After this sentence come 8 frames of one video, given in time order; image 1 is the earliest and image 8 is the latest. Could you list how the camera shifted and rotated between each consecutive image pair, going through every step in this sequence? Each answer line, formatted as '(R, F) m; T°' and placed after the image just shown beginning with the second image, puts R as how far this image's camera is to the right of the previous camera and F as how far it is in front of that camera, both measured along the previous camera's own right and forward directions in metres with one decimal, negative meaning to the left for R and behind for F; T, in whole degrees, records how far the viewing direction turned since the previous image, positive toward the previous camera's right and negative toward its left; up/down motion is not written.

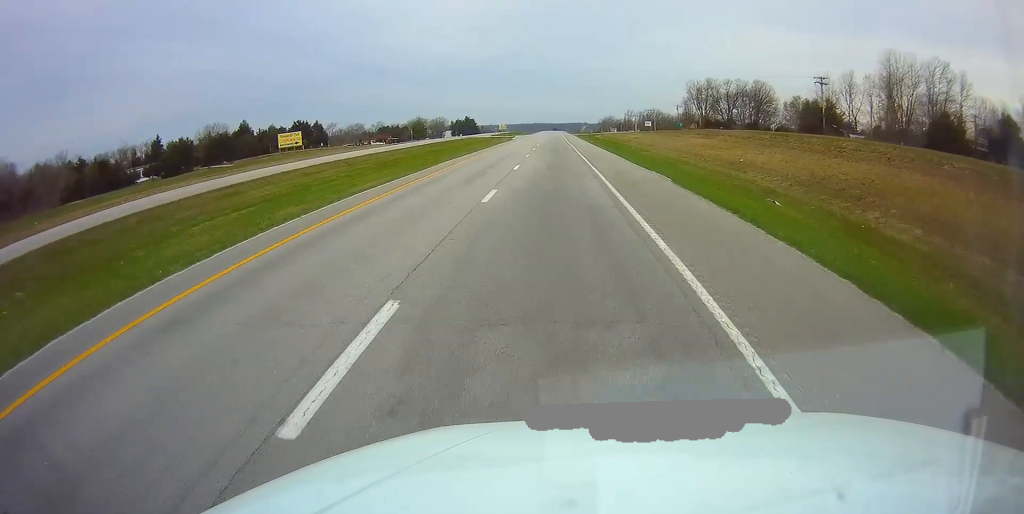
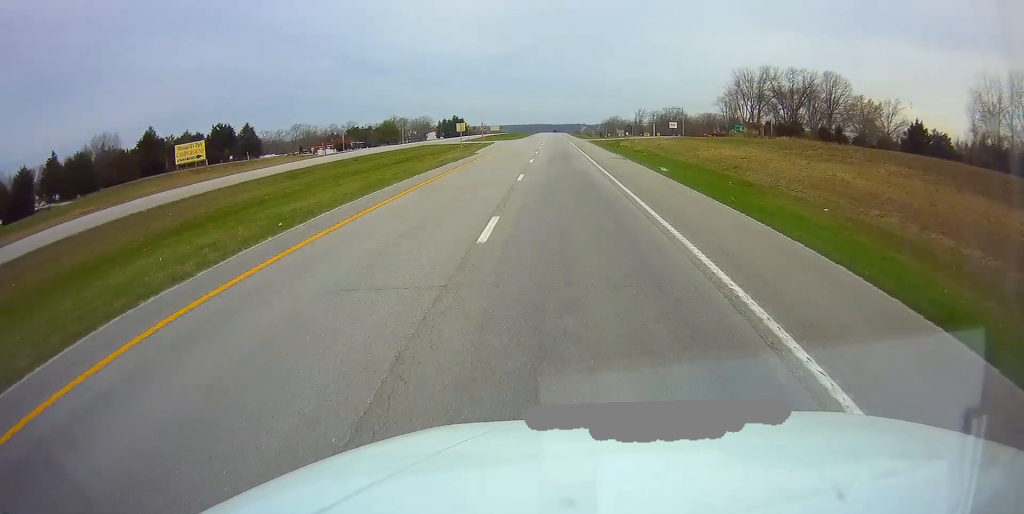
(+0.2, +55.1) m; 0°
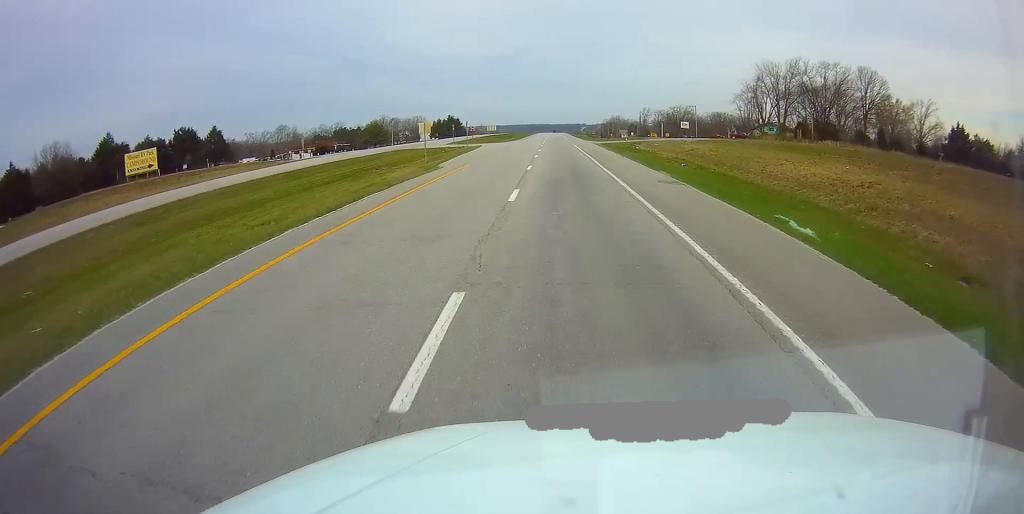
(0.0, +18.7) m; 0°
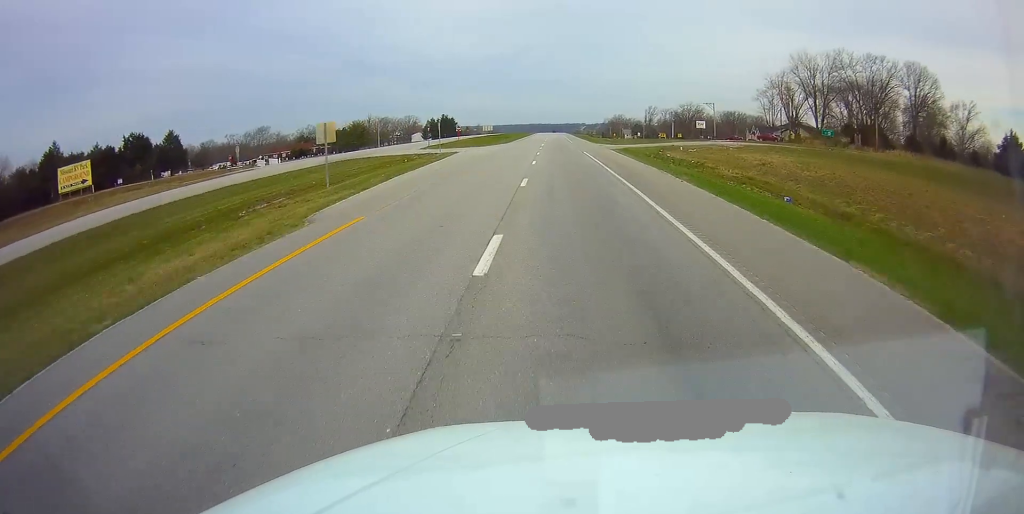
(0.0, +20.7) m; 0°
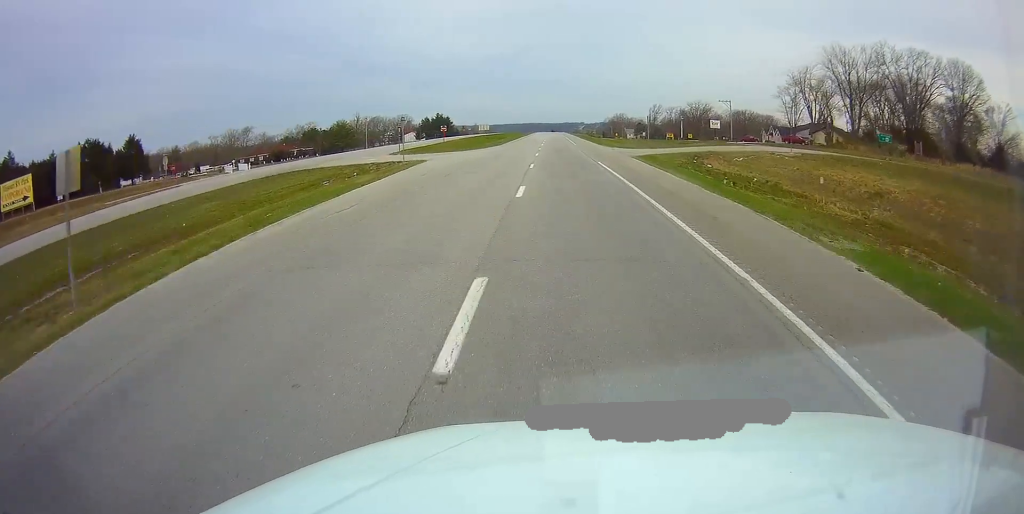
(-0.1, +15.5) m; 0°
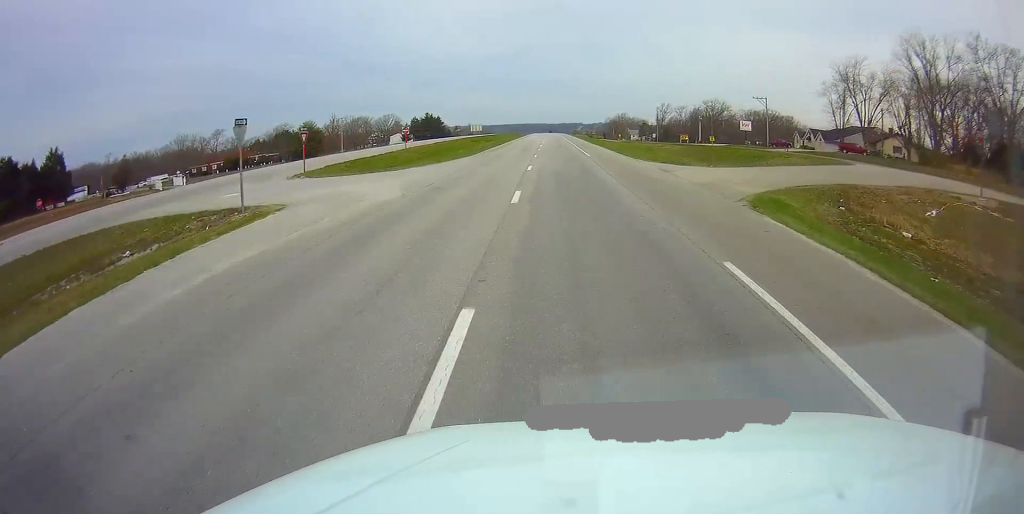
(+0.2, +25.9) m; 0°
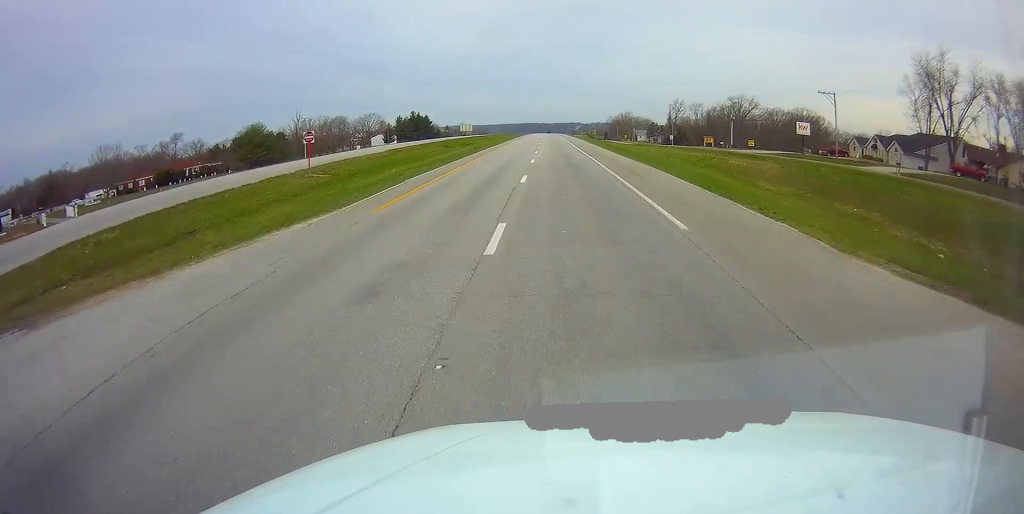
(+0.2, +31.2) m; 0°
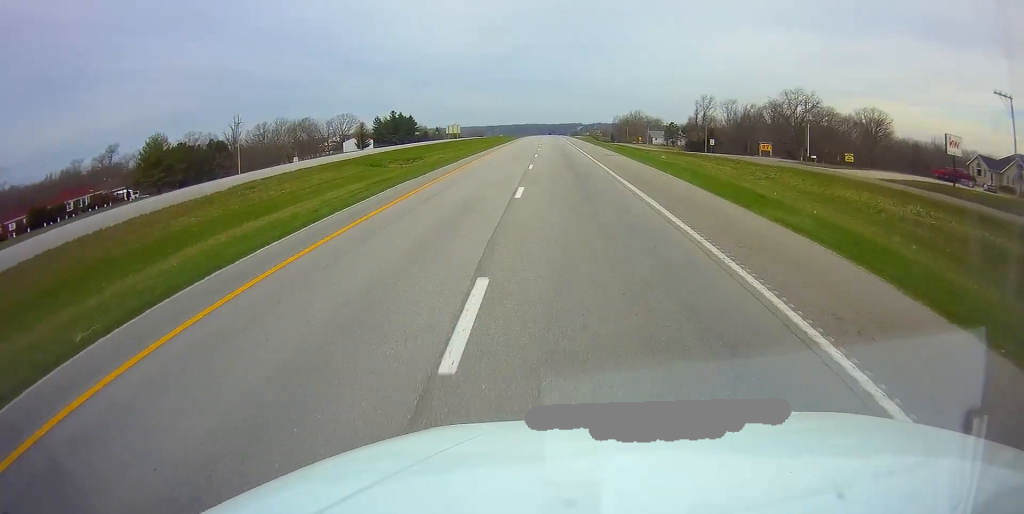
(-0.3, +41.5) m; 0°
